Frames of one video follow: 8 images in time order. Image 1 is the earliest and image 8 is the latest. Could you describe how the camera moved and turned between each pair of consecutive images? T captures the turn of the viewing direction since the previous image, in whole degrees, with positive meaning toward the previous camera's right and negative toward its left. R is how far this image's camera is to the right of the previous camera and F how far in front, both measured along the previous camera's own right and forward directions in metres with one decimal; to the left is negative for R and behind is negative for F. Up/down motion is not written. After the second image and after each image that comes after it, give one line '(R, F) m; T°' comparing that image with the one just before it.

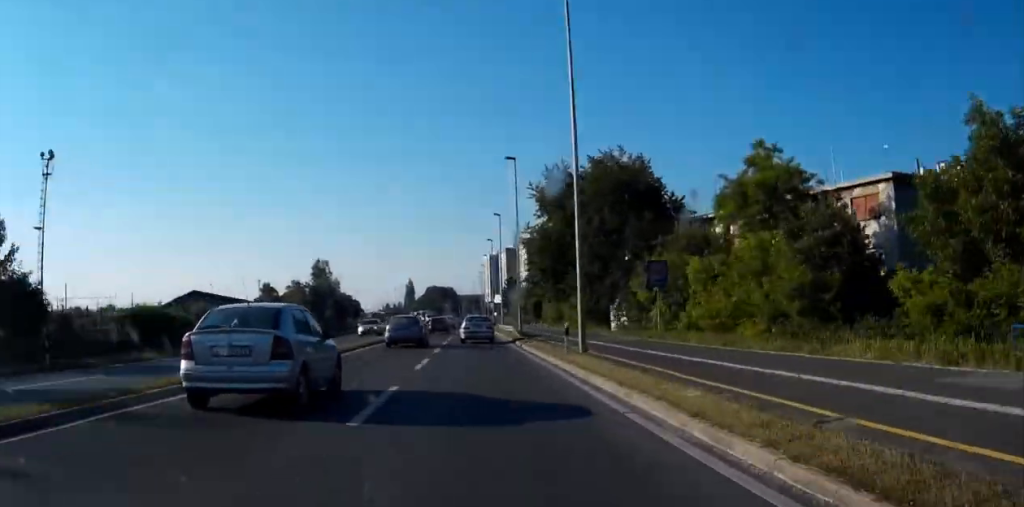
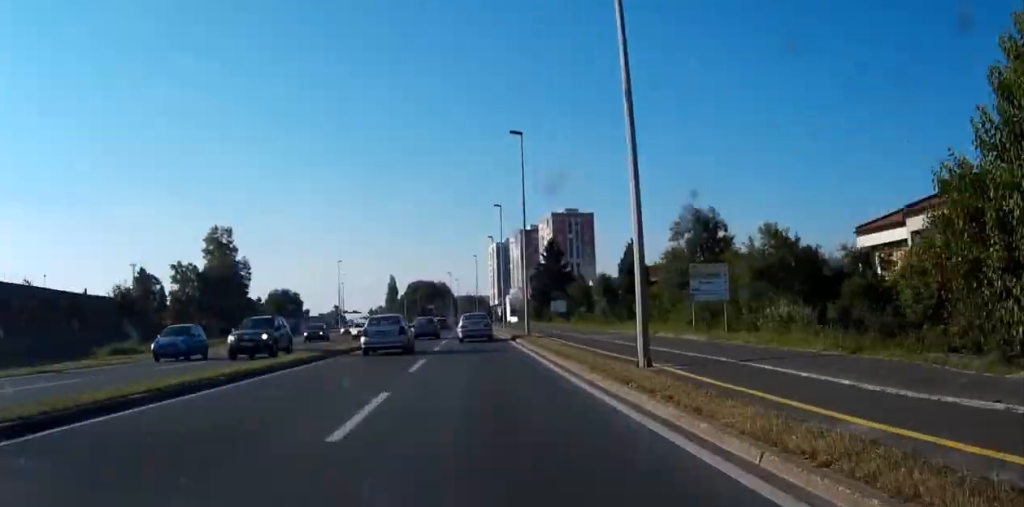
(+0.8, +121.0) m; 0°
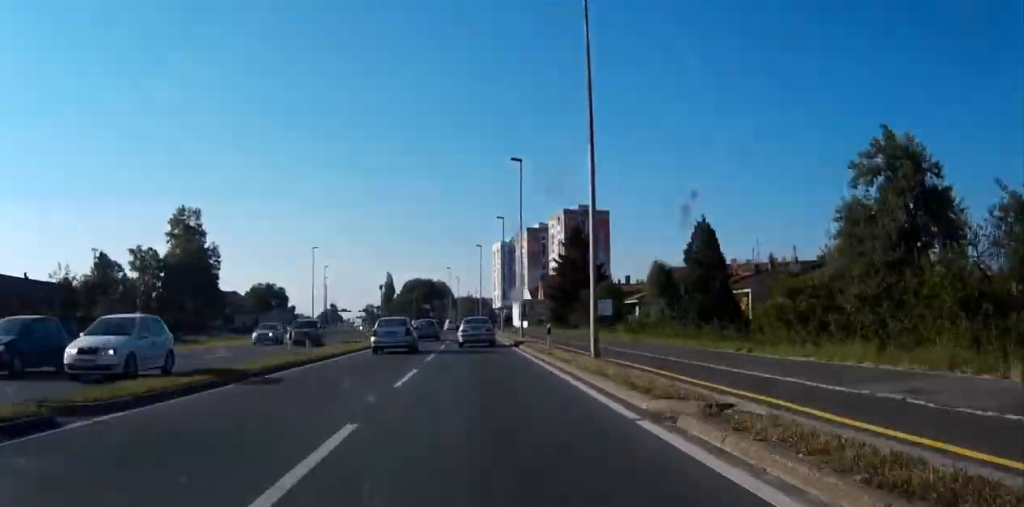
(+0.1, +23.5) m; 0°
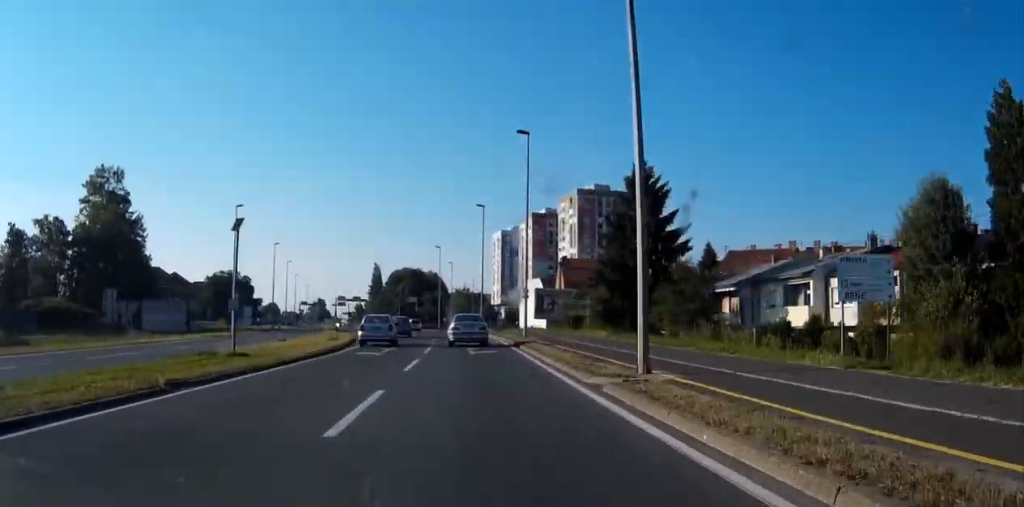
(-0.3, +34.8) m; -2°
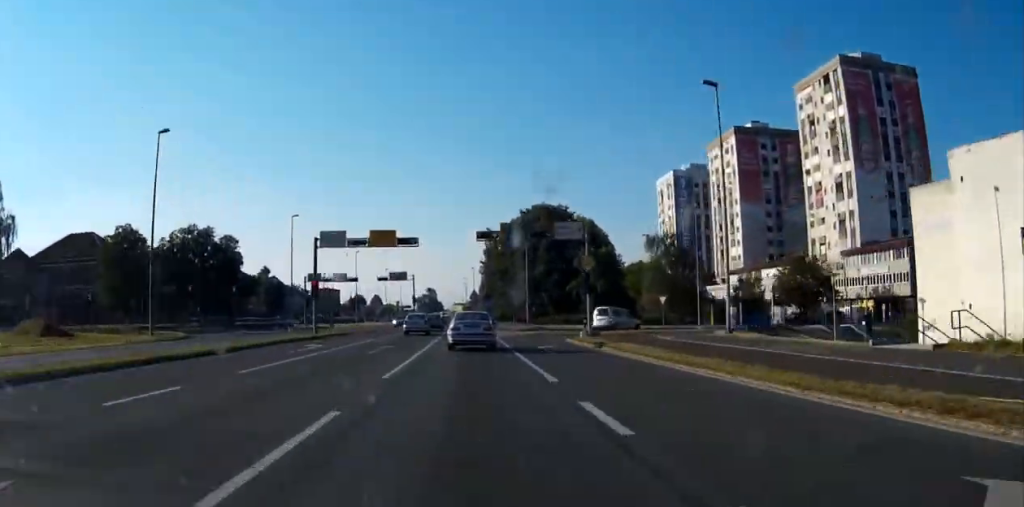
(-7.3, +103.2) m; -7°
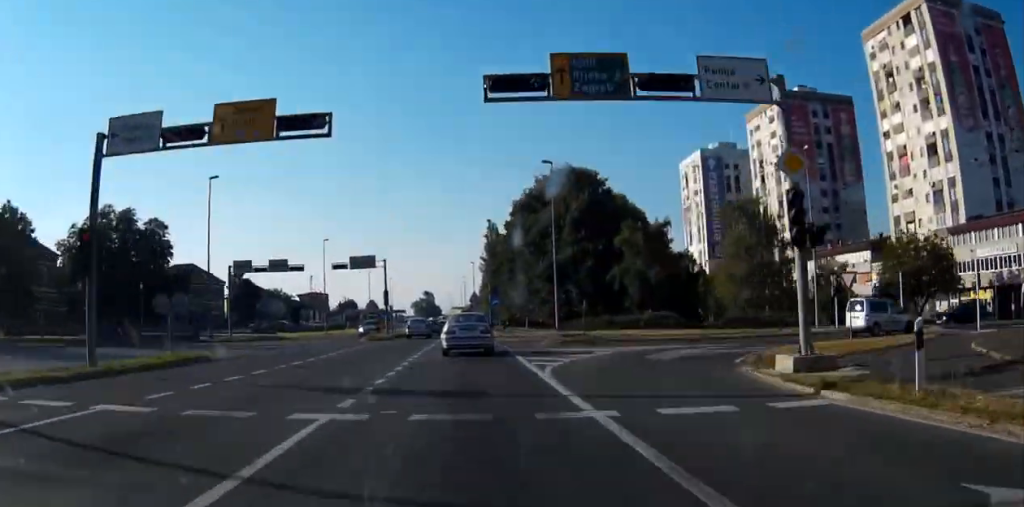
(-0.1, +27.5) m; 0°
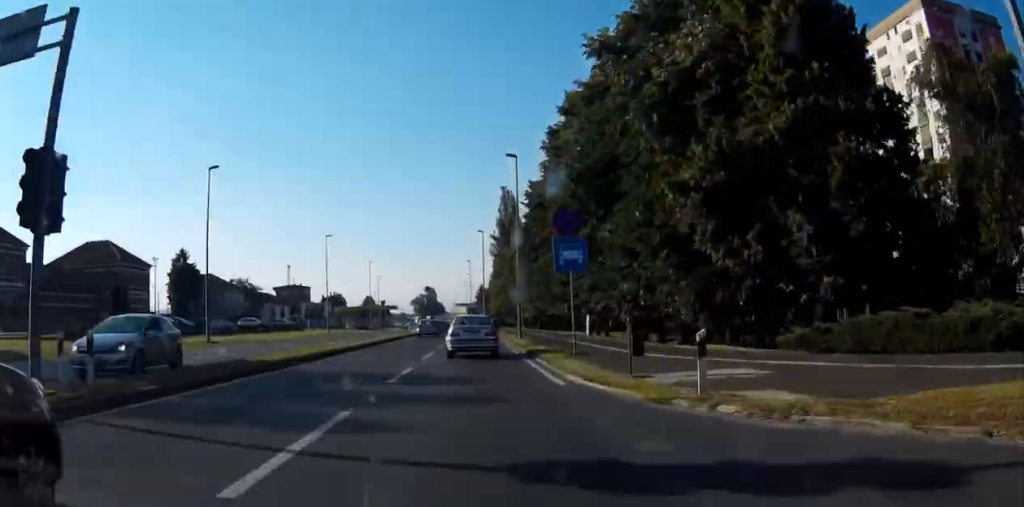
(-0.3, +49.1) m; -1°
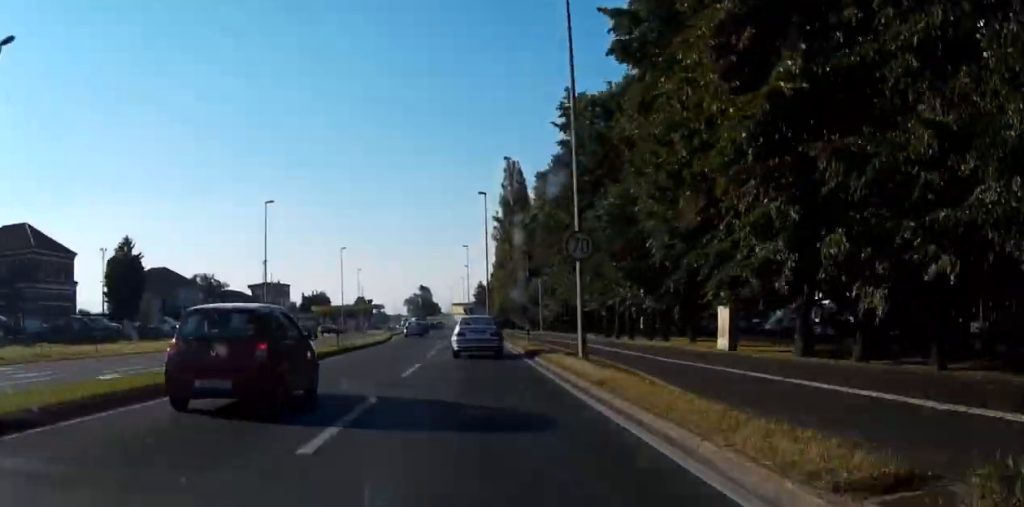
(-0.2, +29.0) m; -1°
